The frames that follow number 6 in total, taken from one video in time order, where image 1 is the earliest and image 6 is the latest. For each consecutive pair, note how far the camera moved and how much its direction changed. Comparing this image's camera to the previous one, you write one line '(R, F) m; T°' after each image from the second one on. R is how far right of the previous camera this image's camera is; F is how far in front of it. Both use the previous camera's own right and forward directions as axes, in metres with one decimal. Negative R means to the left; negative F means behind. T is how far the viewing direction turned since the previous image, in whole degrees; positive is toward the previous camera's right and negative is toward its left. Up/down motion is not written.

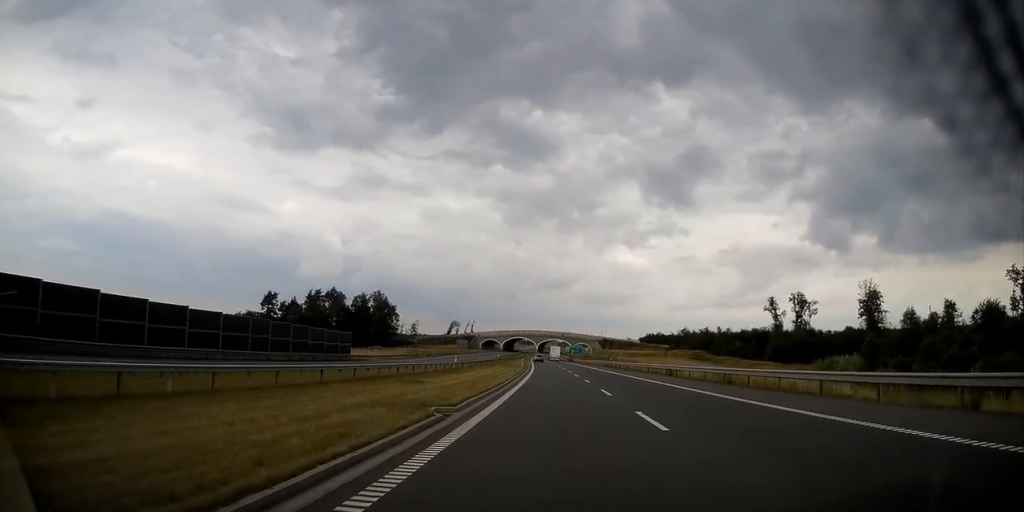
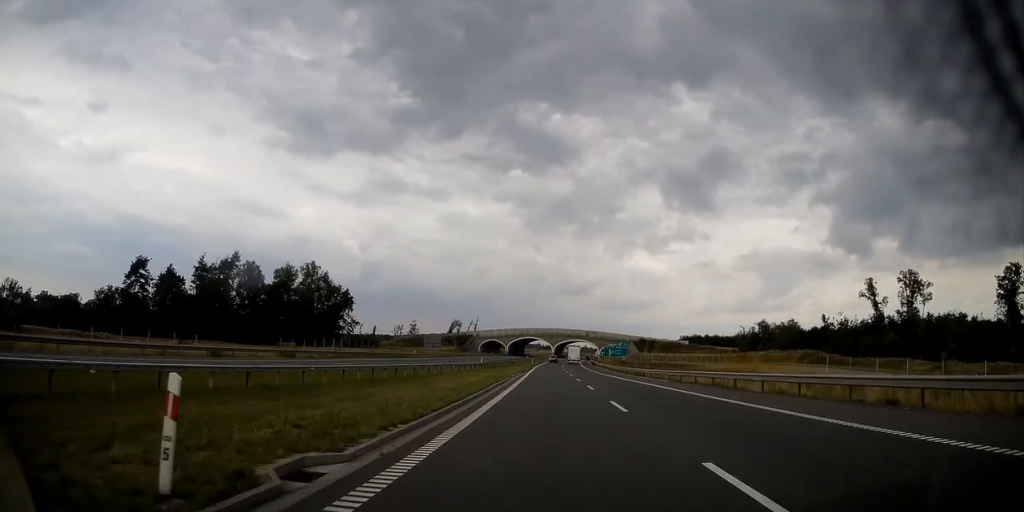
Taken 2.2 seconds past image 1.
(-1.6, +78.5) m; -2°
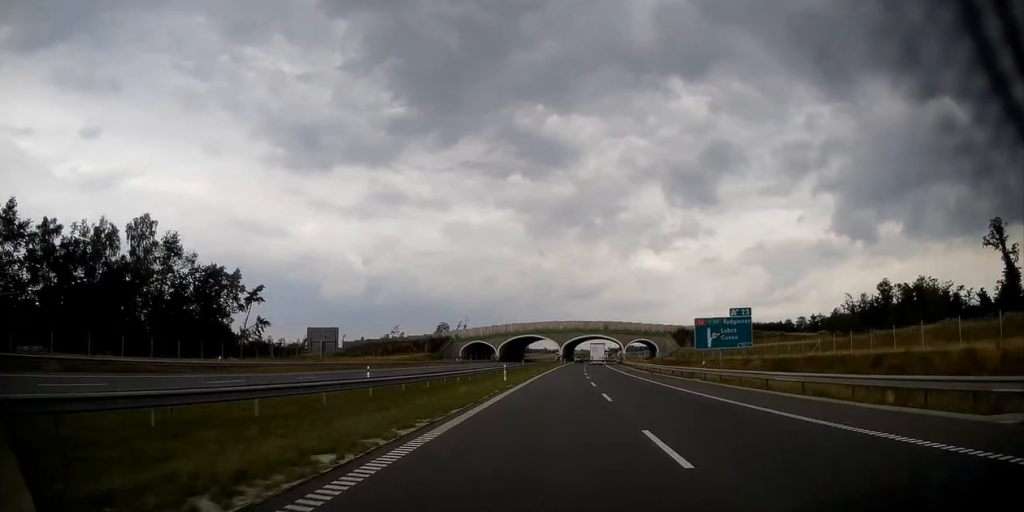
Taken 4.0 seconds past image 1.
(-0.8, +68.0) m; -1°
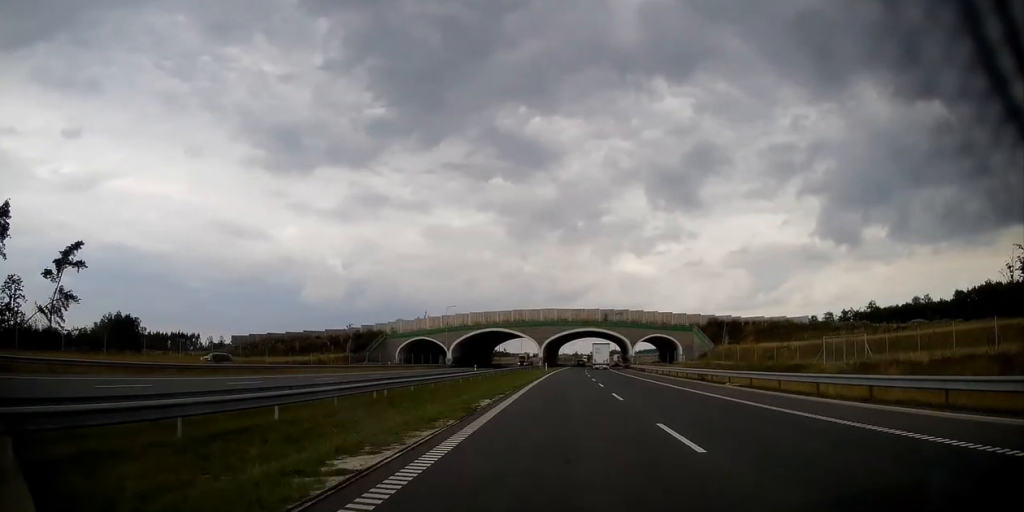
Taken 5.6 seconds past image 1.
(-0.1, +56.4) m; +1°
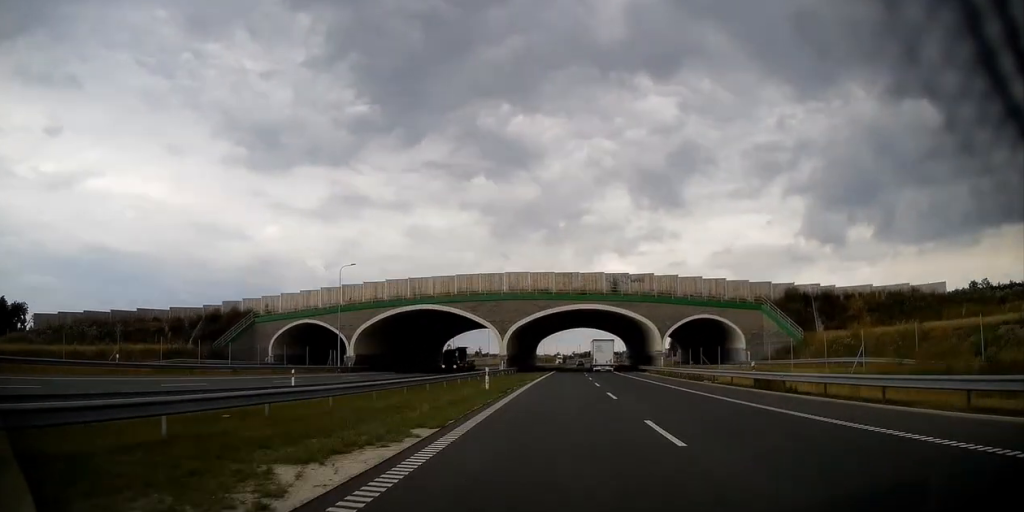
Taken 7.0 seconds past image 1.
(+1.1, +53.1) m; +2°
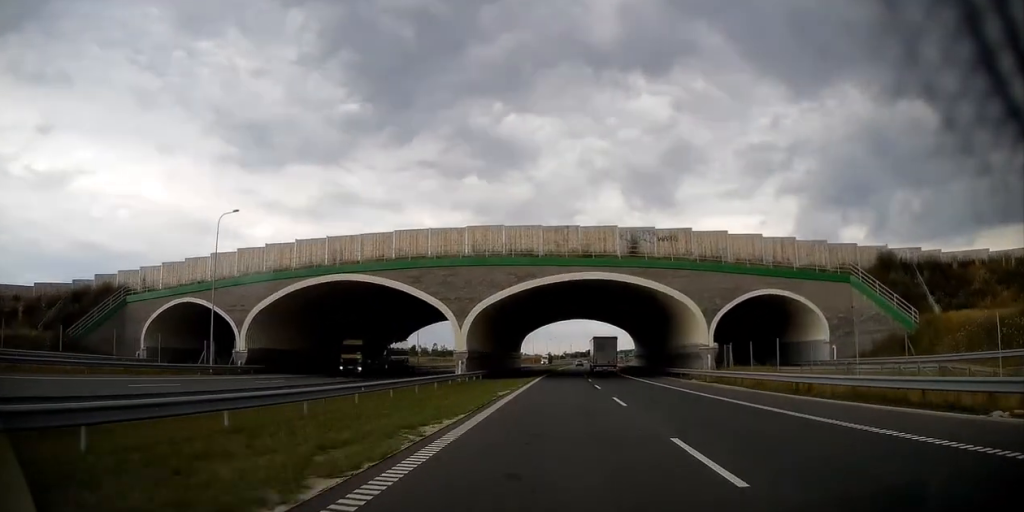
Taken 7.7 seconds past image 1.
(+0.2, +26.0) m; +1°
